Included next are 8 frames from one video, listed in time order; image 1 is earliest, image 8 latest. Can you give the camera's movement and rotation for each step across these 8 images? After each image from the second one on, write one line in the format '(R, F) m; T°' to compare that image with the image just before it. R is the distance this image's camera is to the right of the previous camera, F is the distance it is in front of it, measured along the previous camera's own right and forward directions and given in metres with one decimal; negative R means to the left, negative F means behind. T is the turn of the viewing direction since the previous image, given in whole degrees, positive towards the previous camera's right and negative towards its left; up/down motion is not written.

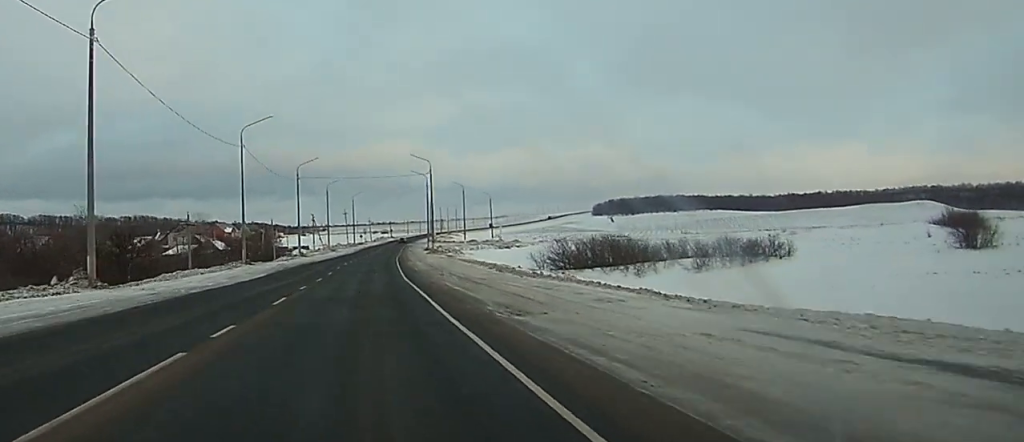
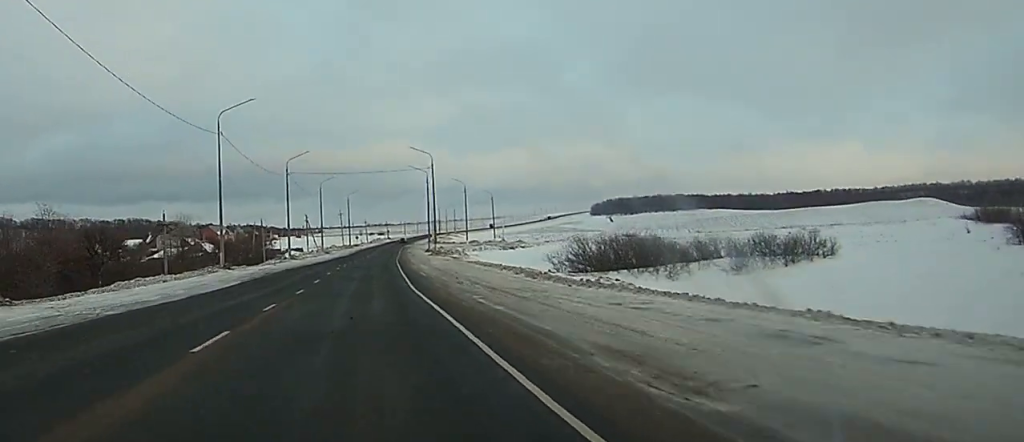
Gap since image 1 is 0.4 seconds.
(0.0, +9.1) m; 0°
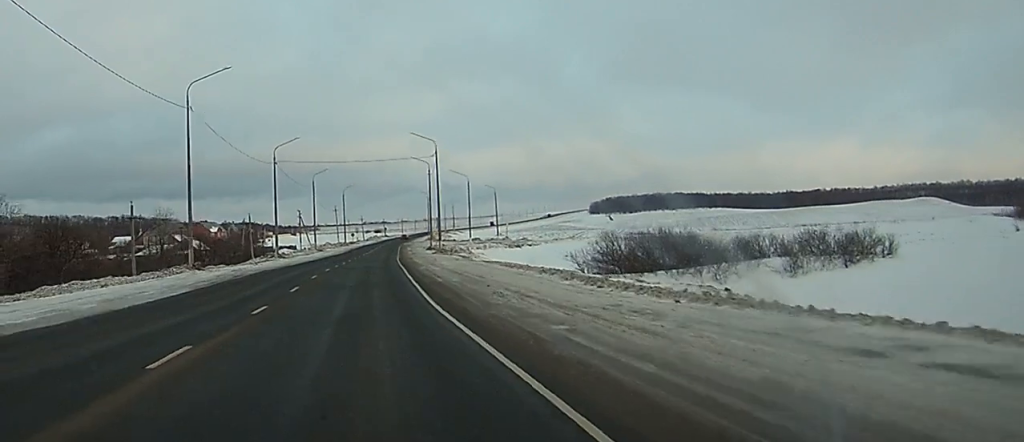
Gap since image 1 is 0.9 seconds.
(+0.1, +9.9) m; +1°
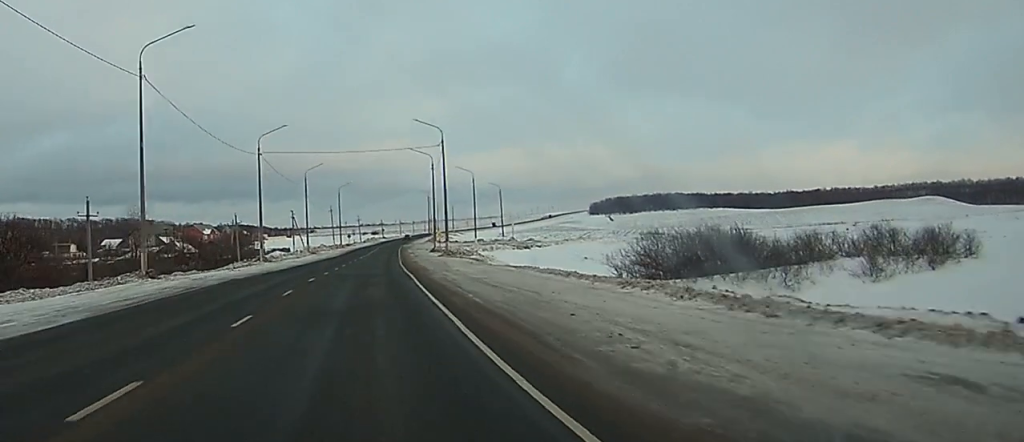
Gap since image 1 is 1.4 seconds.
(0.0, +10.6) m; 0°
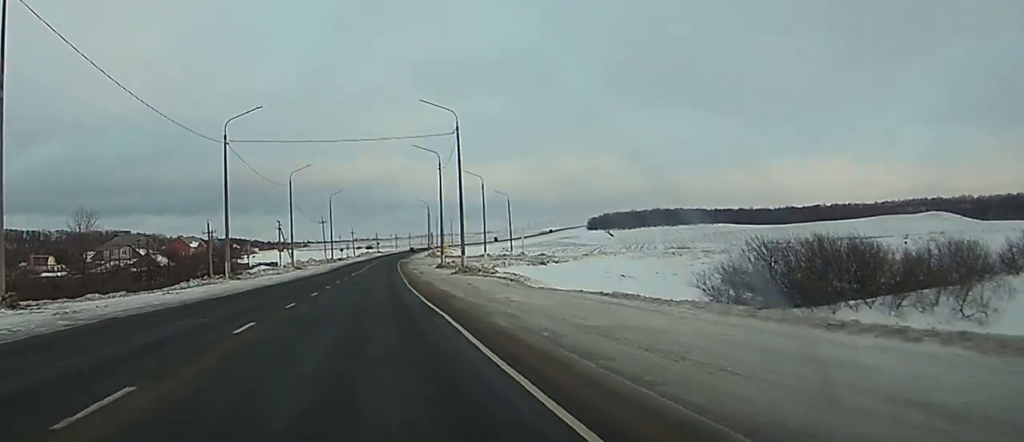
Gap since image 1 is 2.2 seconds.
(+0.1, +16.2) m; 0°
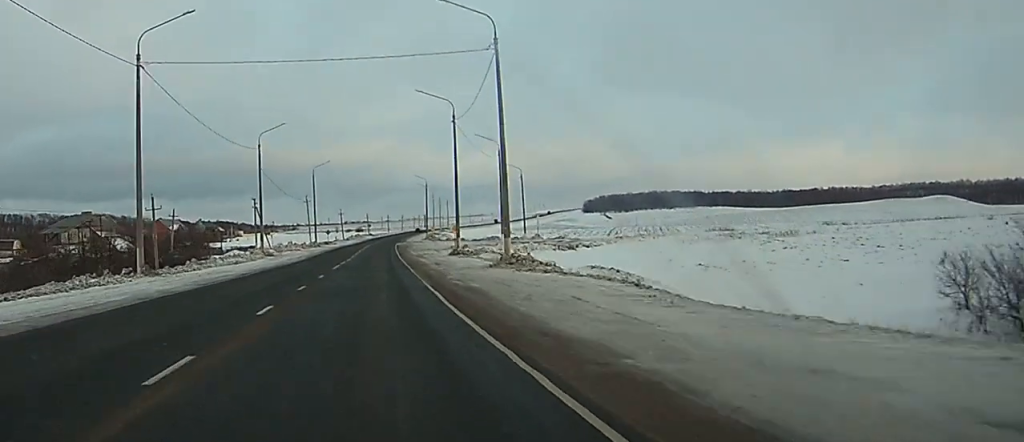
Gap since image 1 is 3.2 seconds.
(0.0, +21.9) m; 0°
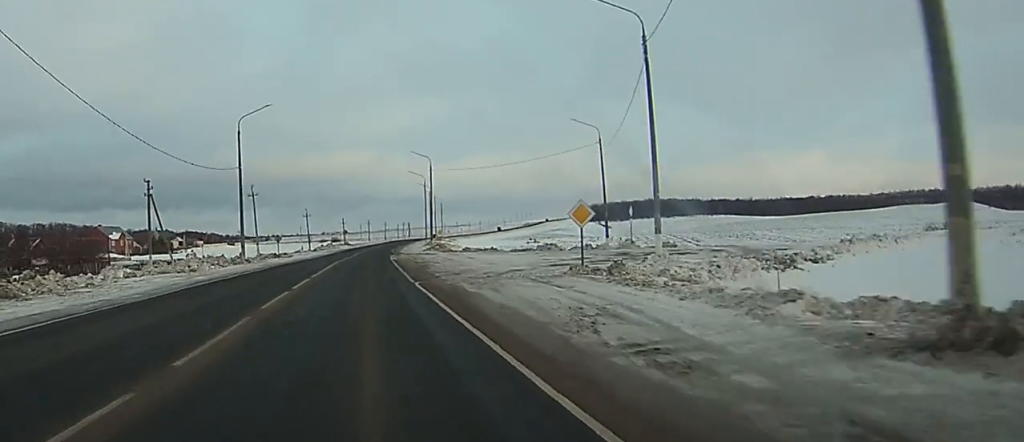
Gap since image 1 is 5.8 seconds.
(+0.6, +55.5) m; +1°
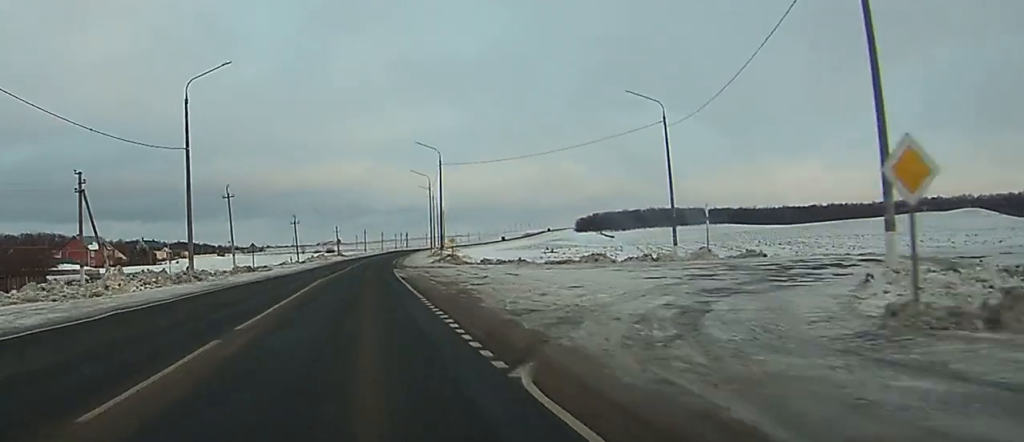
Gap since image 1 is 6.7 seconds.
(+0.1, +18.4) m; +1°
